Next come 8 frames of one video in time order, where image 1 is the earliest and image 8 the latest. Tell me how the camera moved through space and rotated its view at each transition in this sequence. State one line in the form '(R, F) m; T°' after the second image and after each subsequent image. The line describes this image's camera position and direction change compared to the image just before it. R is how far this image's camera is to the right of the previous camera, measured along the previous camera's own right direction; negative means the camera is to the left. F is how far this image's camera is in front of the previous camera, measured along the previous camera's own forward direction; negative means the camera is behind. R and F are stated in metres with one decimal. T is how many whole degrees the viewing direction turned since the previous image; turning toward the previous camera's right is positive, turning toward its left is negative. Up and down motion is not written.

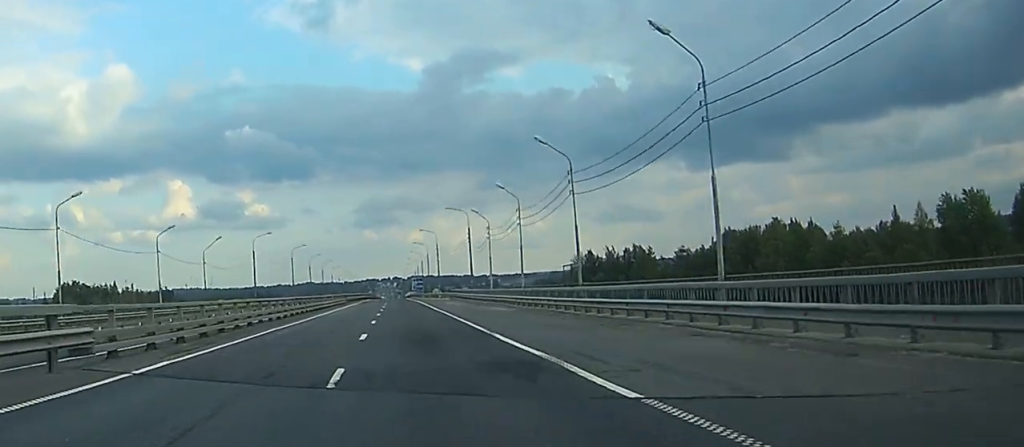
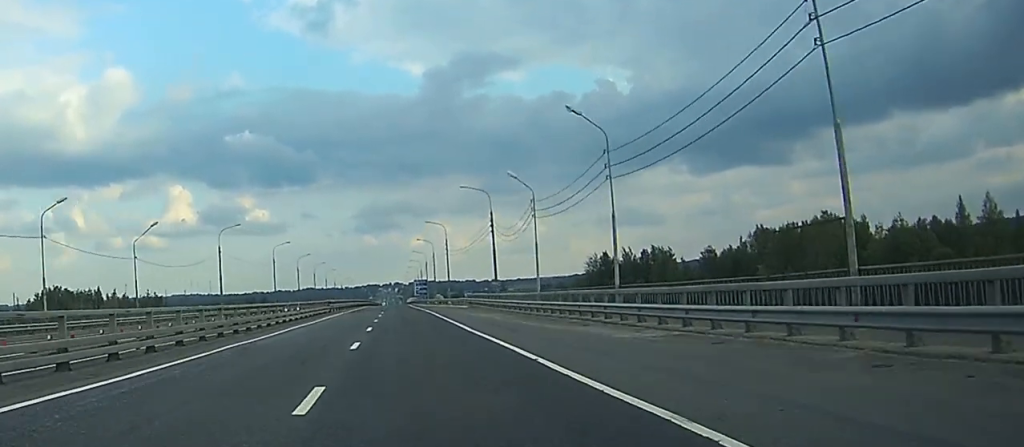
(0.0, +26.3) m; 0°
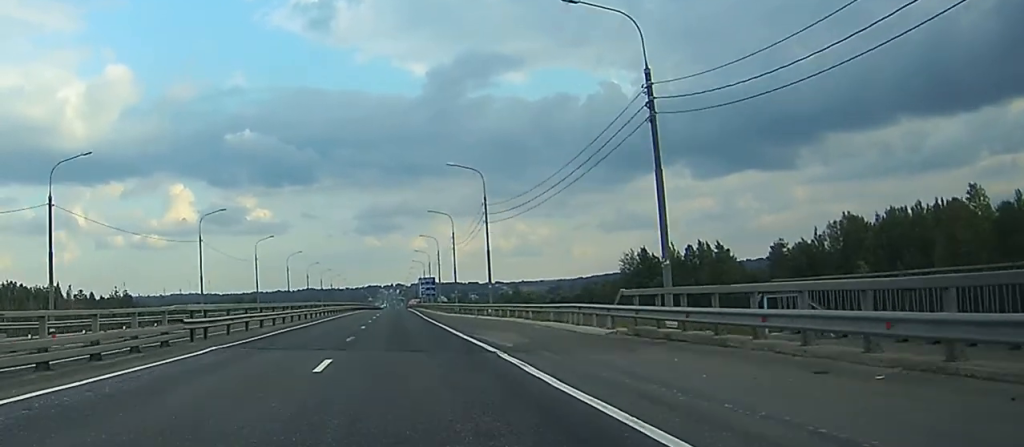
(+0.1, +53.6) m; 0°
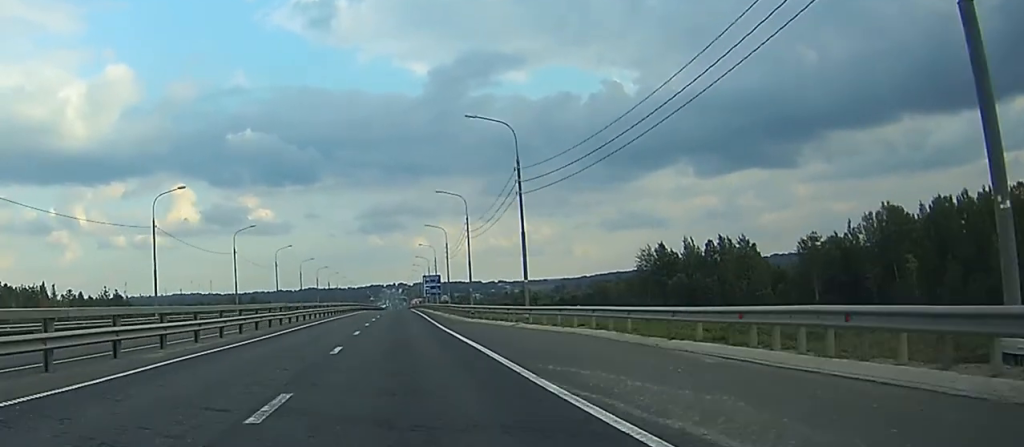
(0.0, +17.9) m; 0°
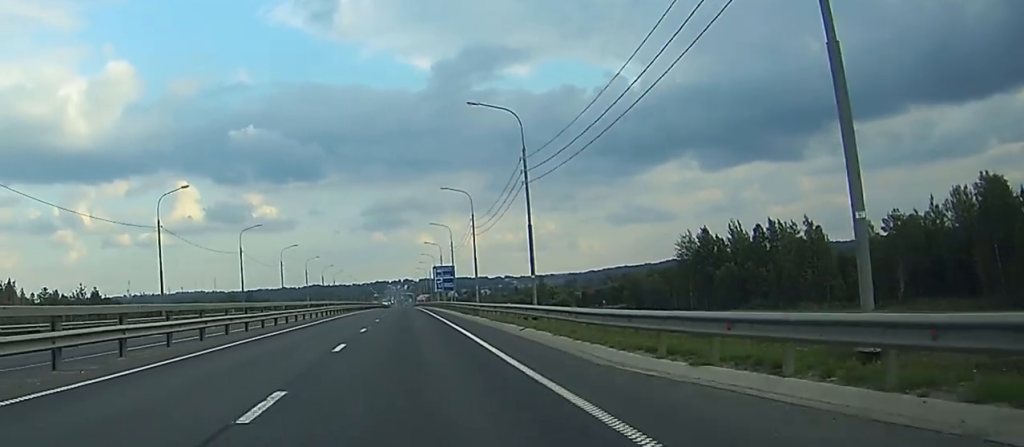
(-0.3, +36.0) m; 0°
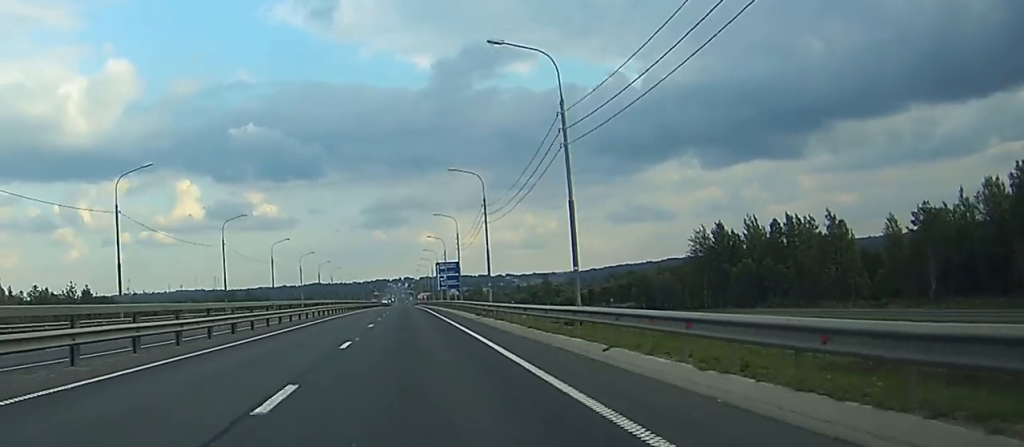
(0.0, +11.2) m; 0°
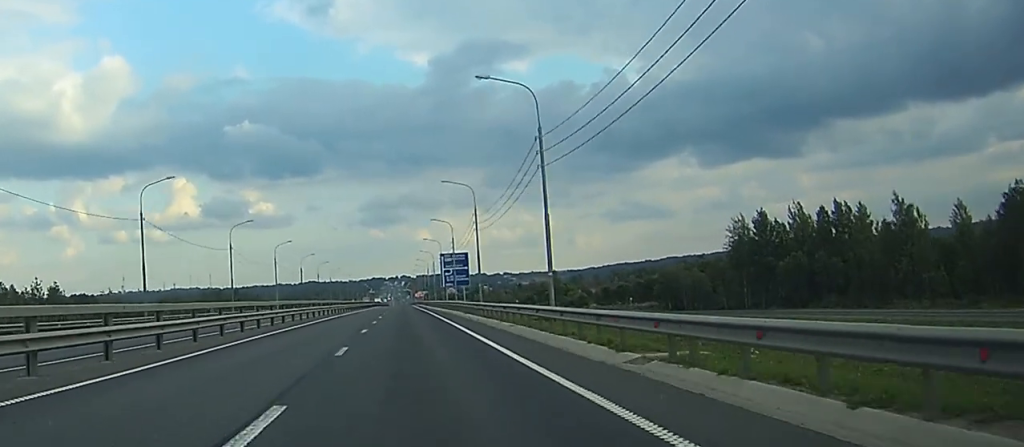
(+0.1, +30.3) m; 0°
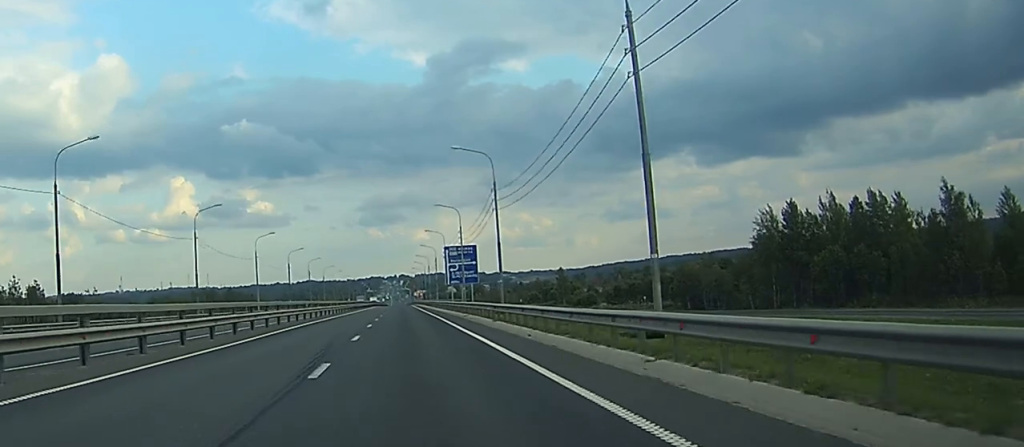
(-0.1, +17.3) m; 0°
